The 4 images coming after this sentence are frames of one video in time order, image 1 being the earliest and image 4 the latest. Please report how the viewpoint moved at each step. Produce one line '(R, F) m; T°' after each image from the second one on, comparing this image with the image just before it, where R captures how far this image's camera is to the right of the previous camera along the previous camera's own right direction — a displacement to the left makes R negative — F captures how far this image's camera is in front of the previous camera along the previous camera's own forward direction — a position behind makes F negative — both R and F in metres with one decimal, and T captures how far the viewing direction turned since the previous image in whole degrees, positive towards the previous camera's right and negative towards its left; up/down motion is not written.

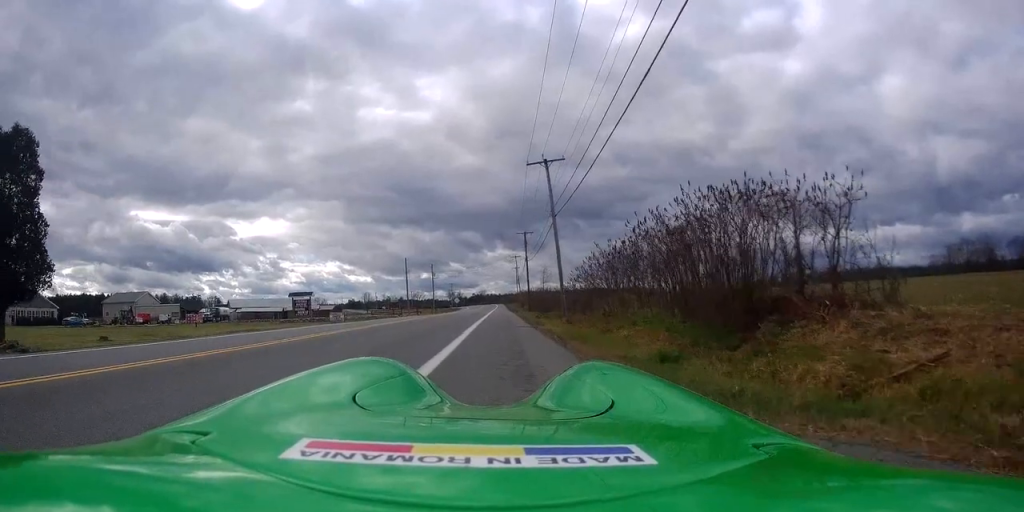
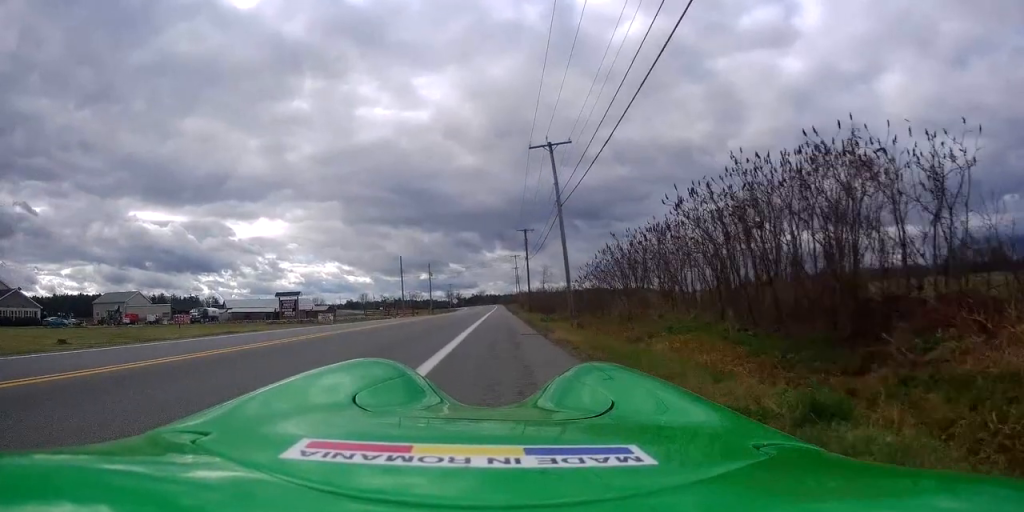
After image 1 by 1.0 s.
(+0.3, +4.2) m; +5°
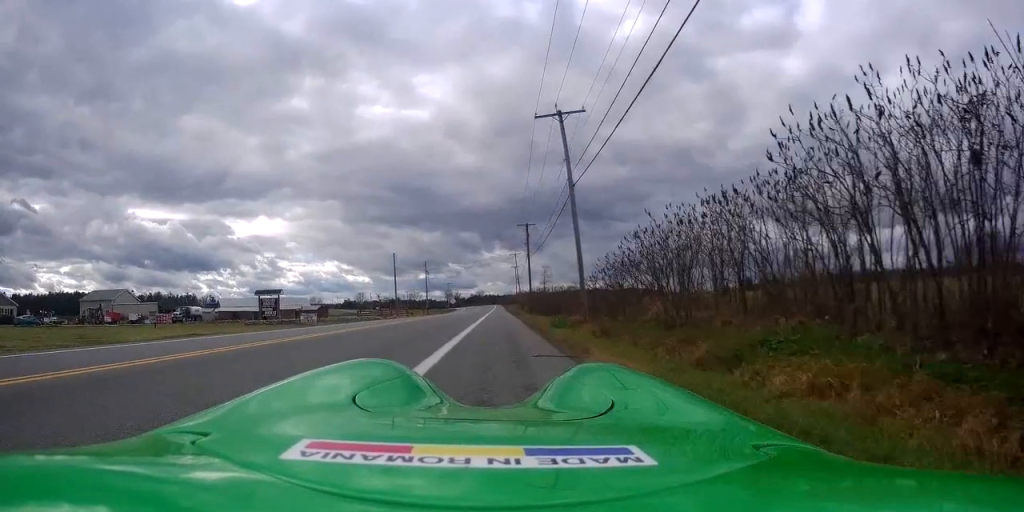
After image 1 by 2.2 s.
(0.0, +5.5) m; -5°
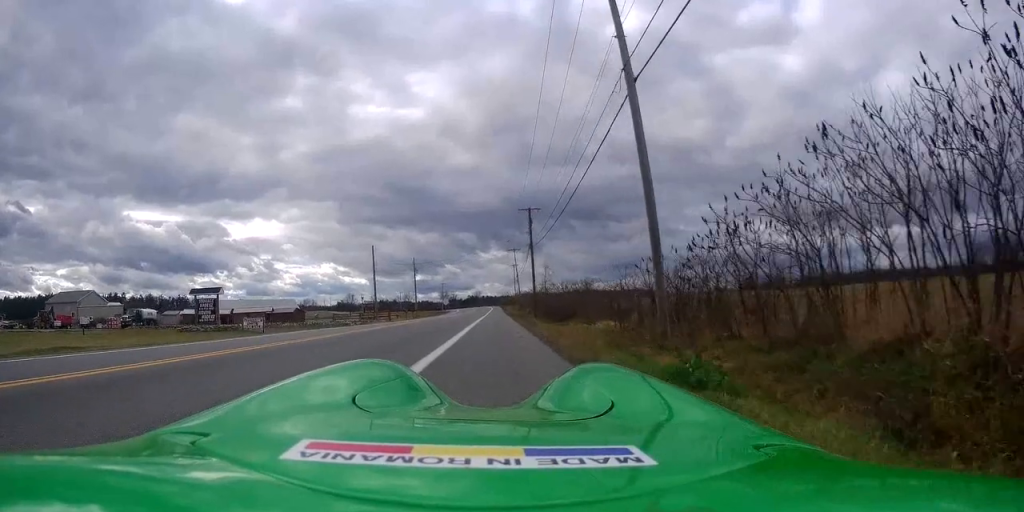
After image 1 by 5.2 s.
(+0.9, +13.2) m; +1°
